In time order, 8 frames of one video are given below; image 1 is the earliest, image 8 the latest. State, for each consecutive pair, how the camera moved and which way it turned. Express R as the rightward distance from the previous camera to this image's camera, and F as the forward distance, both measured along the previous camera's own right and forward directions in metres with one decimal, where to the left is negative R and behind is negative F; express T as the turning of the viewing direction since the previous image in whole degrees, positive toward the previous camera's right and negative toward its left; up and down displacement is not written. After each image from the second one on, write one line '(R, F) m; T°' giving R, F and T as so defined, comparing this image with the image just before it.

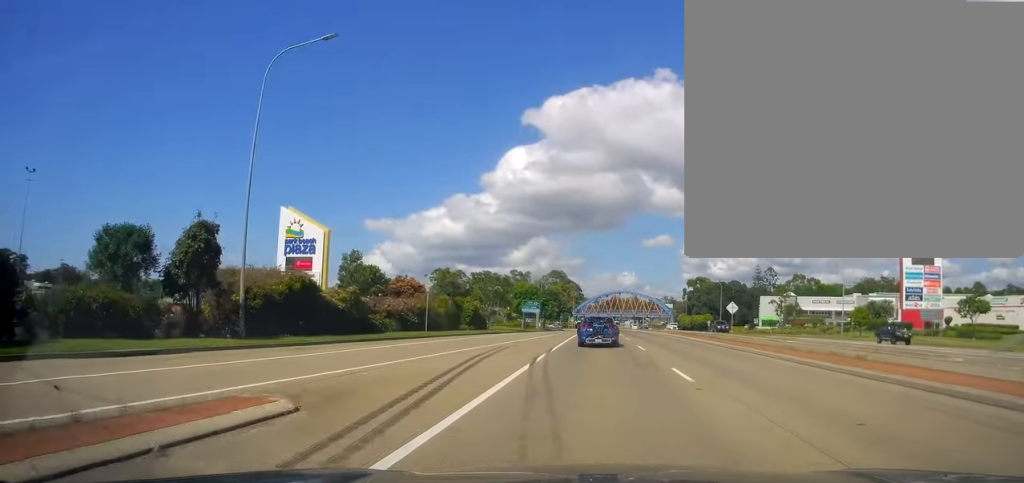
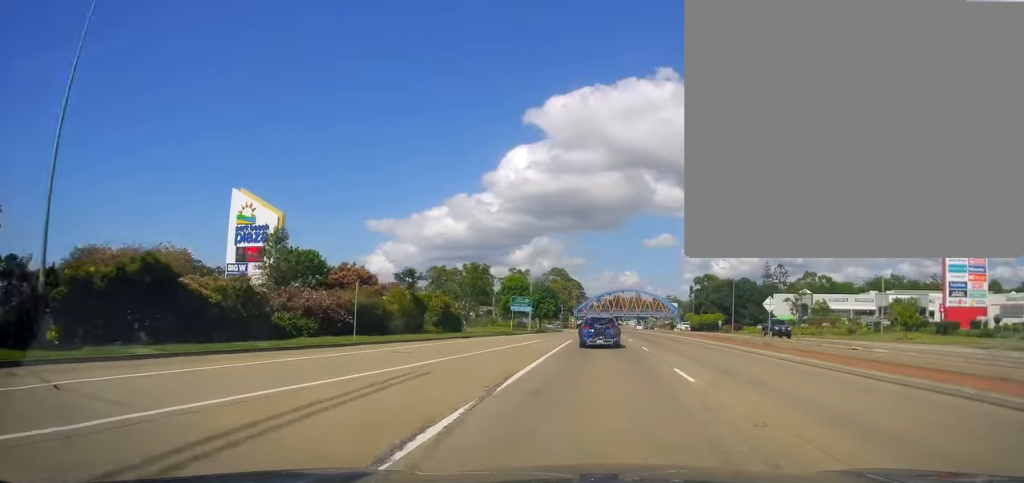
(+0.5, +12.7) m; 0°
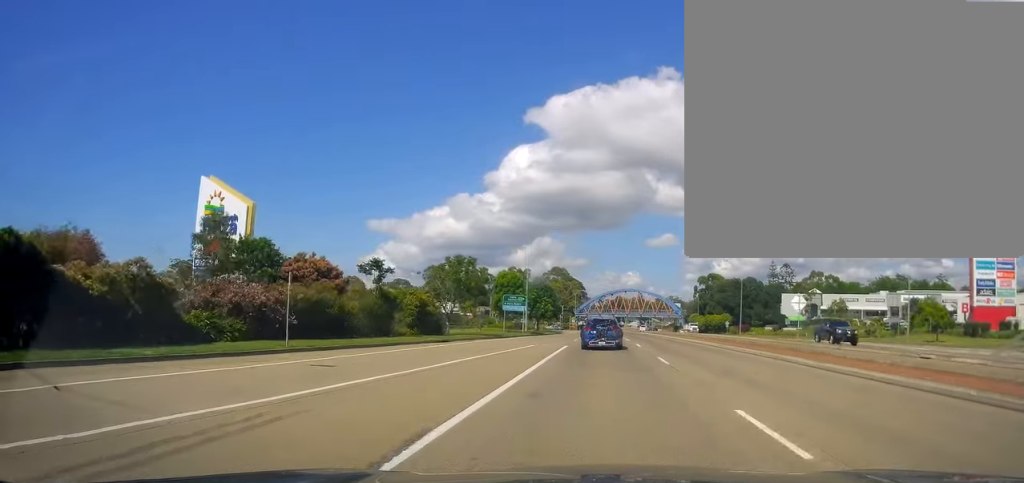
(0.0, +6.8) m; 0°
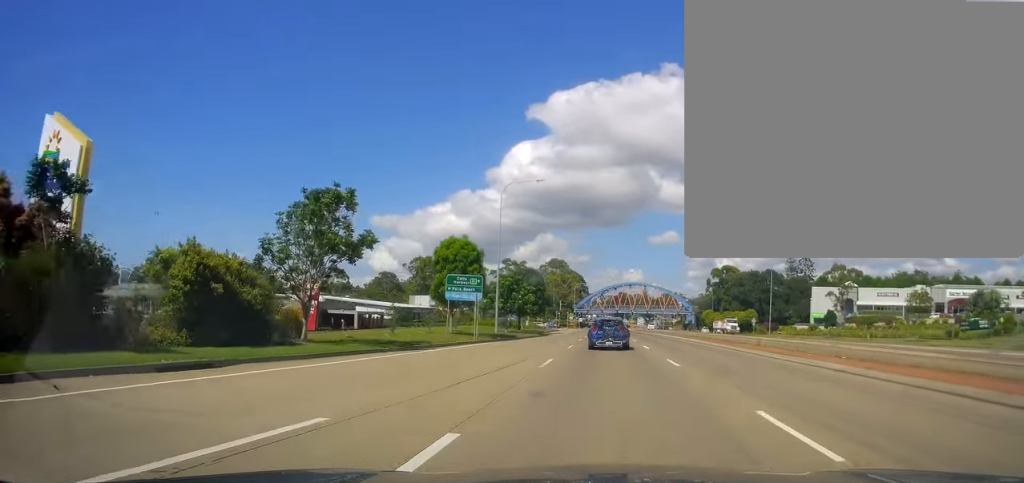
(+0.4, +23.8) m; +1°
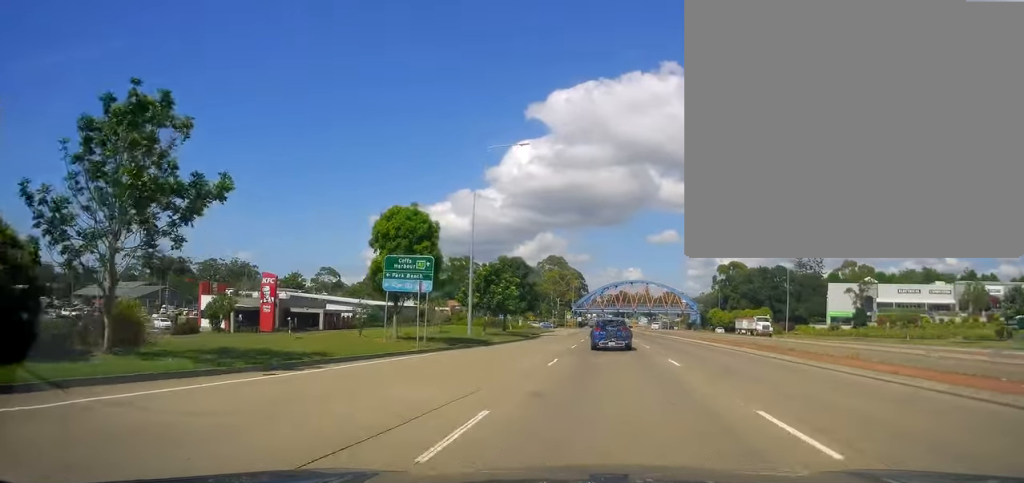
(-0.3, +11.1) m; -1°
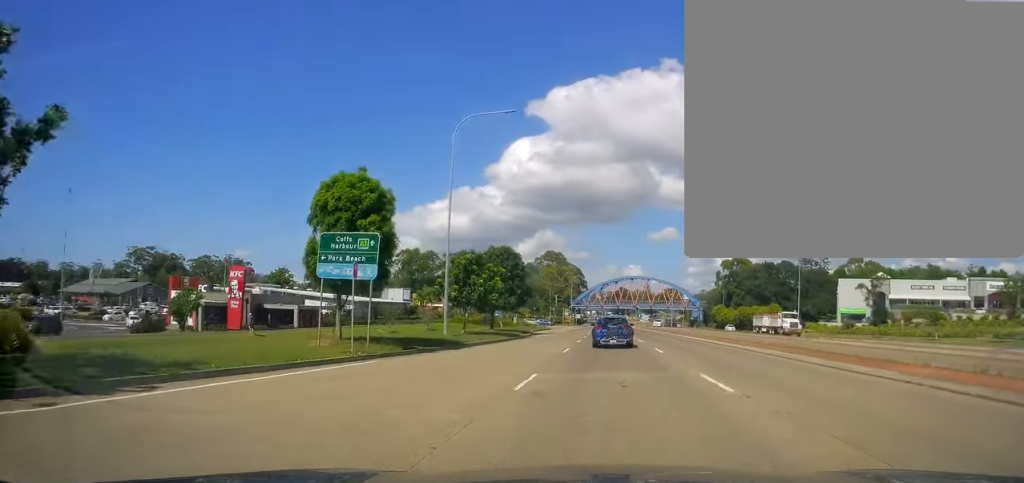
(-0.3, +6.6) m; -1°
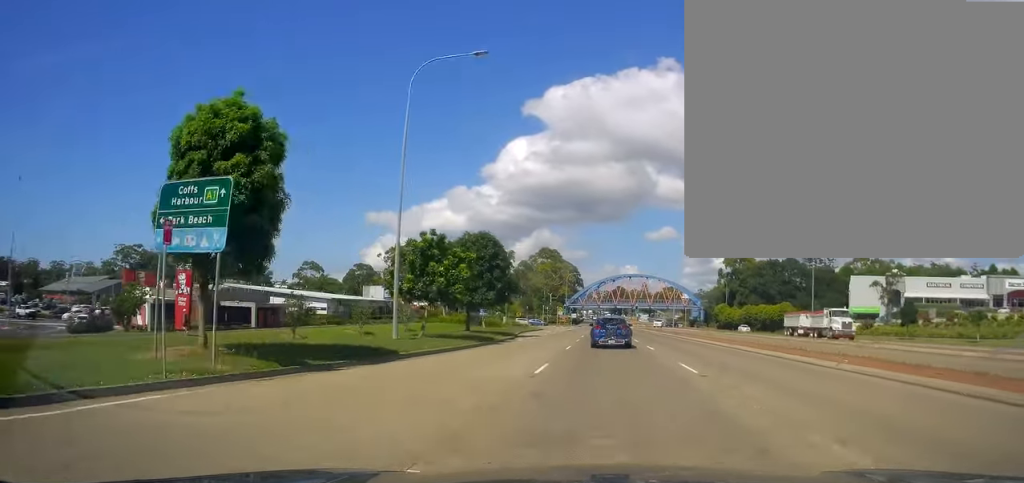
(+0.2, +8.4) m; 0°
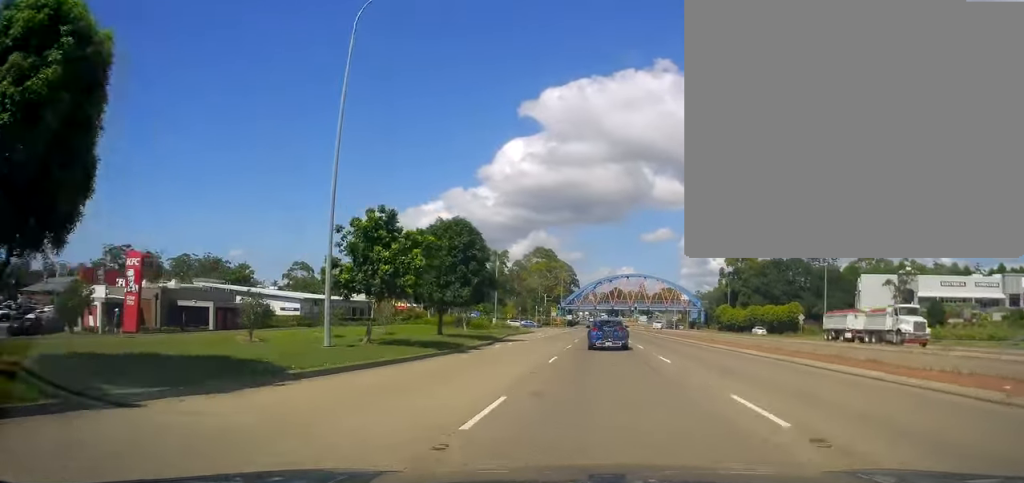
(+0.2, +6.9) m; 0°
